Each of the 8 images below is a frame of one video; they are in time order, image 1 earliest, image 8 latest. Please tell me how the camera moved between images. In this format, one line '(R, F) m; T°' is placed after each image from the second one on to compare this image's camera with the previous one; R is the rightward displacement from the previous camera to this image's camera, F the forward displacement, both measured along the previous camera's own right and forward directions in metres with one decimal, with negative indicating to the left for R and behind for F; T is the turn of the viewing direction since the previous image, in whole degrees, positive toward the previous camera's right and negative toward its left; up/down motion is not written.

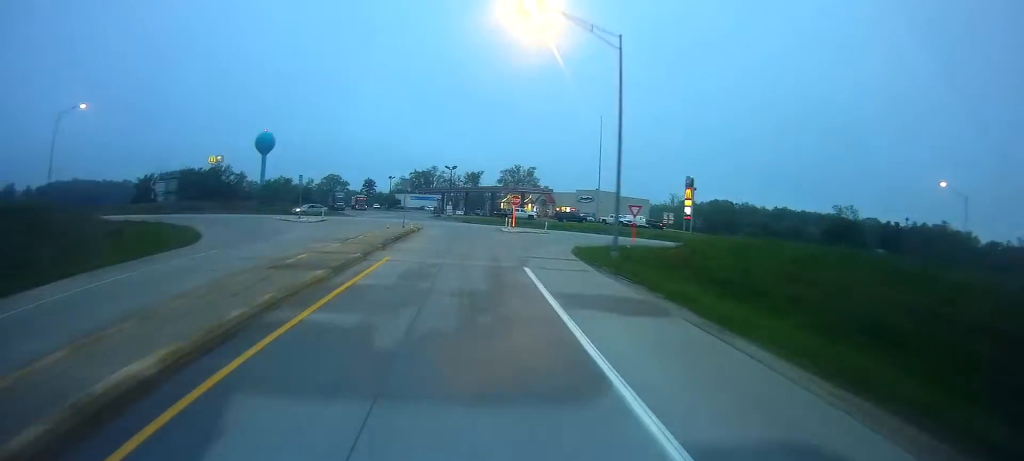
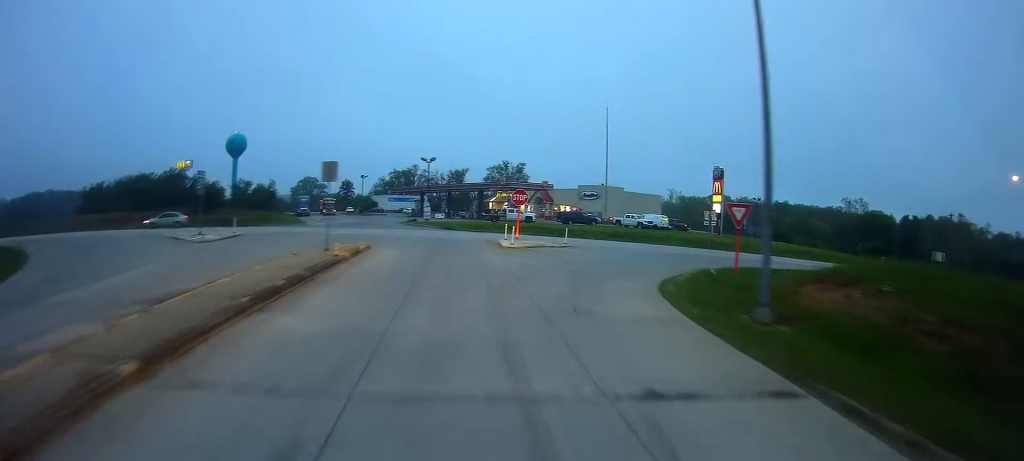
(-0.4, +21.2) m; -2°
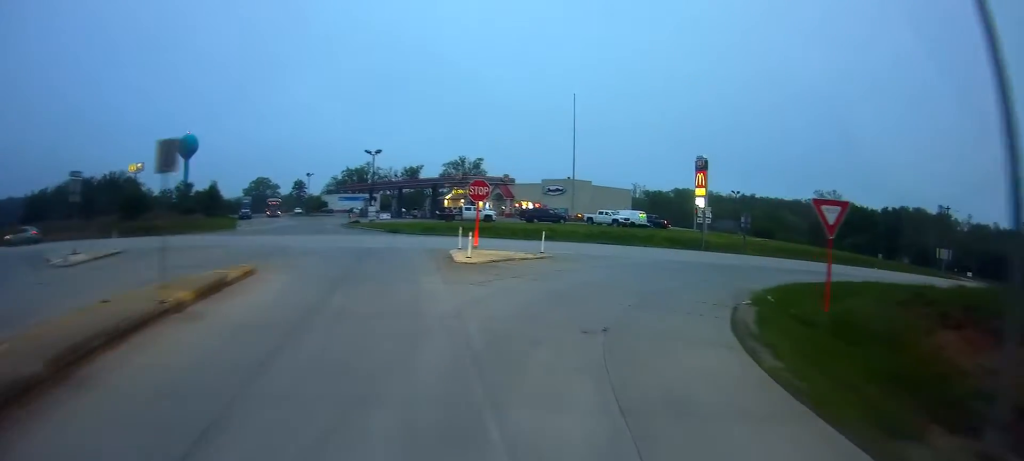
(0.0, +11.2) m; +1°
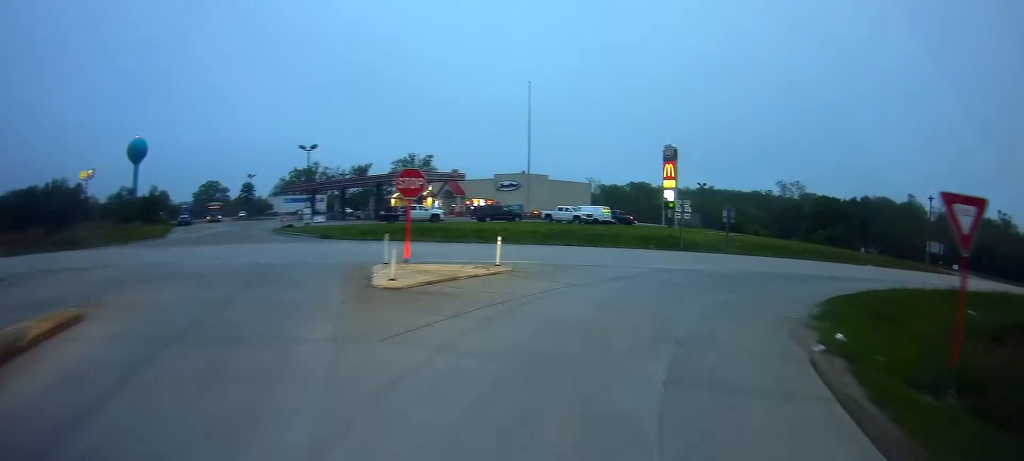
(+0.2, +8.1) m; +5°
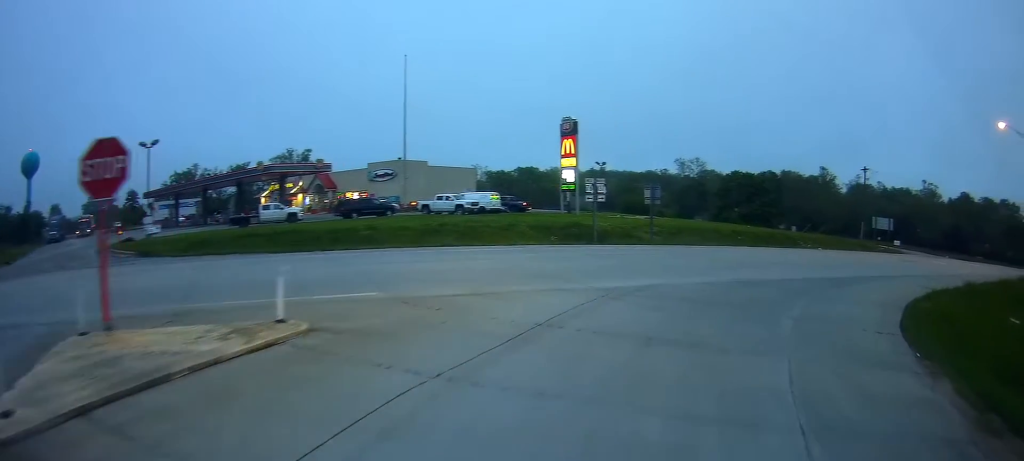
(+1.8, +12.9) m; +14°
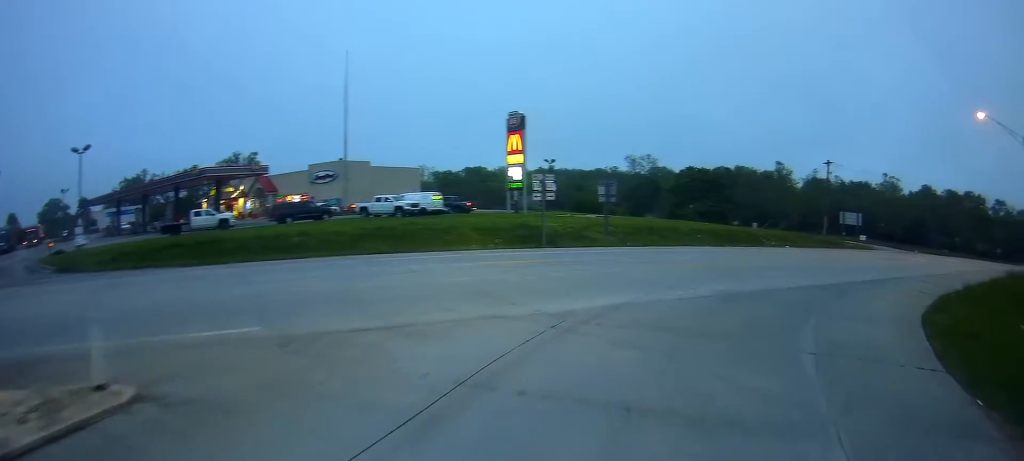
(-0.2, +3.8) m; +3°
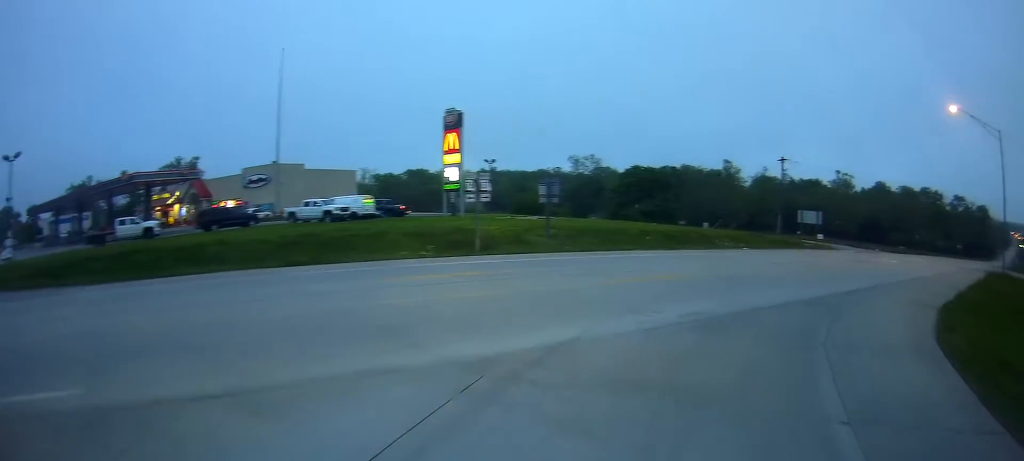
(+0.1, +3.1) m; +6°
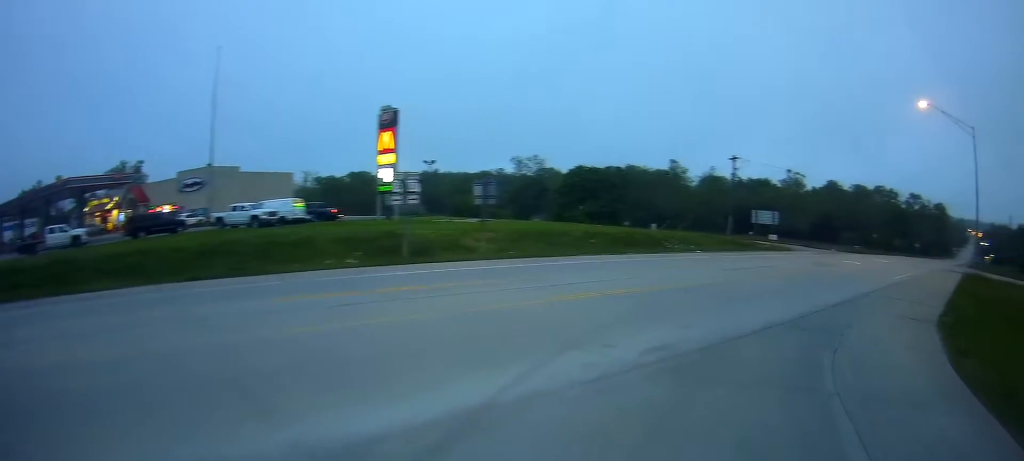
(+0.1, +2.5) m; +7°
